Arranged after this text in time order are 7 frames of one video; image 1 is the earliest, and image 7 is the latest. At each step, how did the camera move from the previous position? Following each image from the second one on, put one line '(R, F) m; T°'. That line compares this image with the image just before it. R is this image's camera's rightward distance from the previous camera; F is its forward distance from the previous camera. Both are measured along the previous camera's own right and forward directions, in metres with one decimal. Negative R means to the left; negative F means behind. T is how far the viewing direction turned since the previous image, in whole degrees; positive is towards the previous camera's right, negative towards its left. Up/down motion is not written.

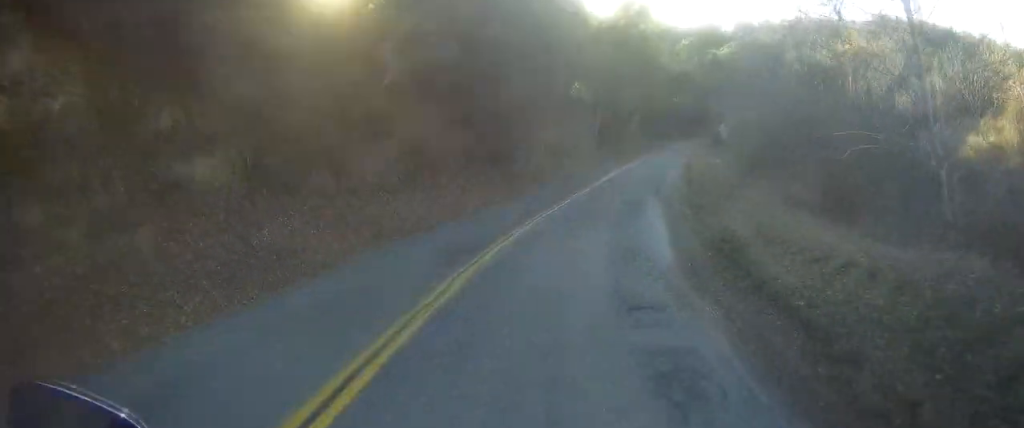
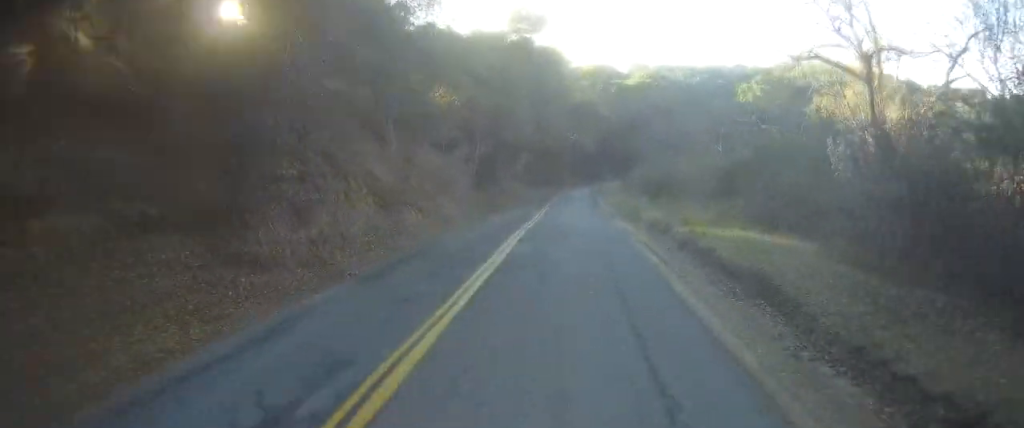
(+0.5, +20.1) m; +6°
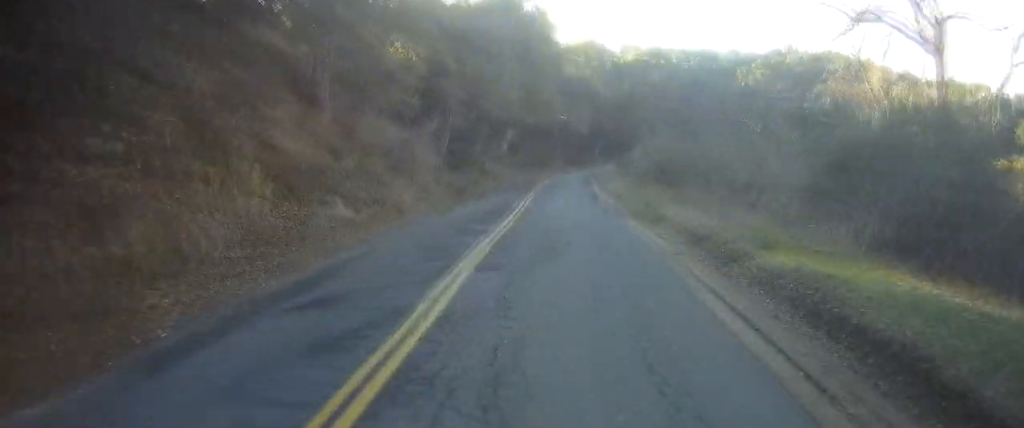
(+0.4, +7.5) m; +5°
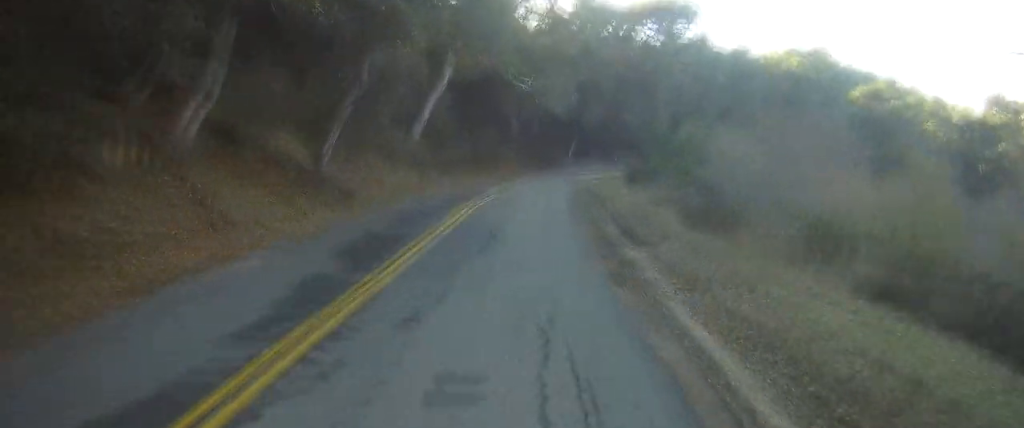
(+5.0, +35.3) m; +20°
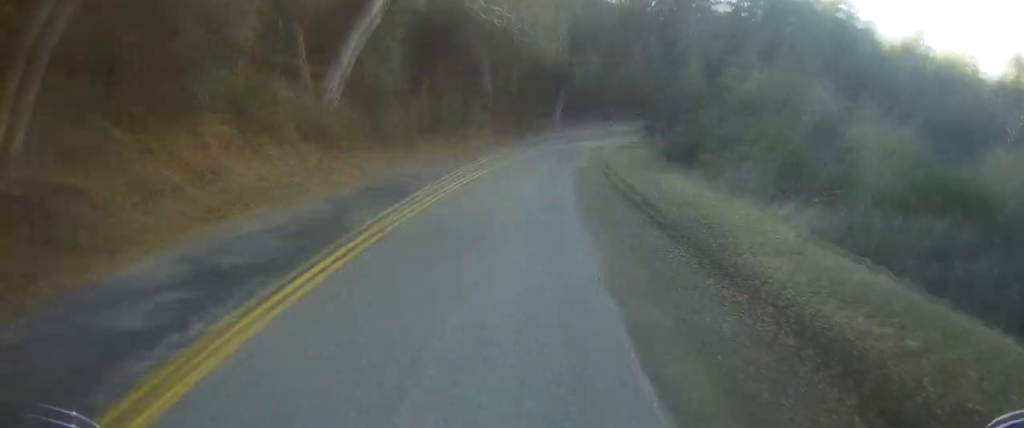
(+2.8, +15.6) m; +5°
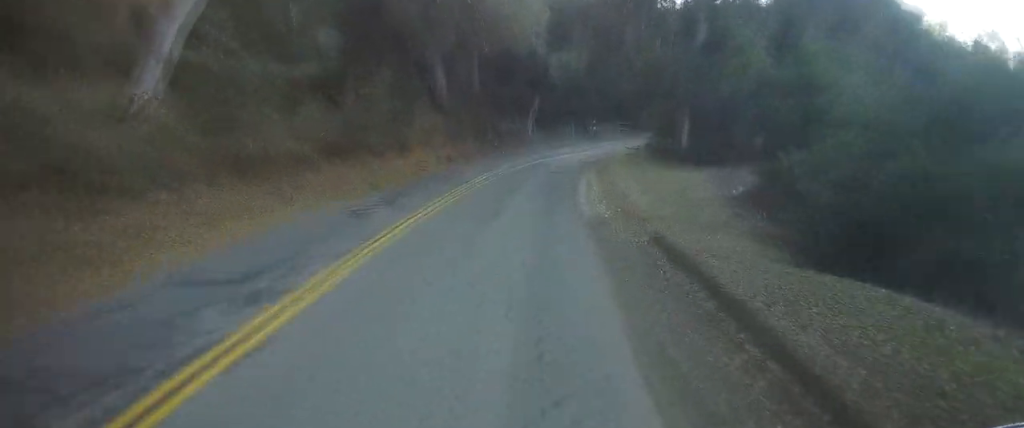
(-1.4, +13.9) m; -7°
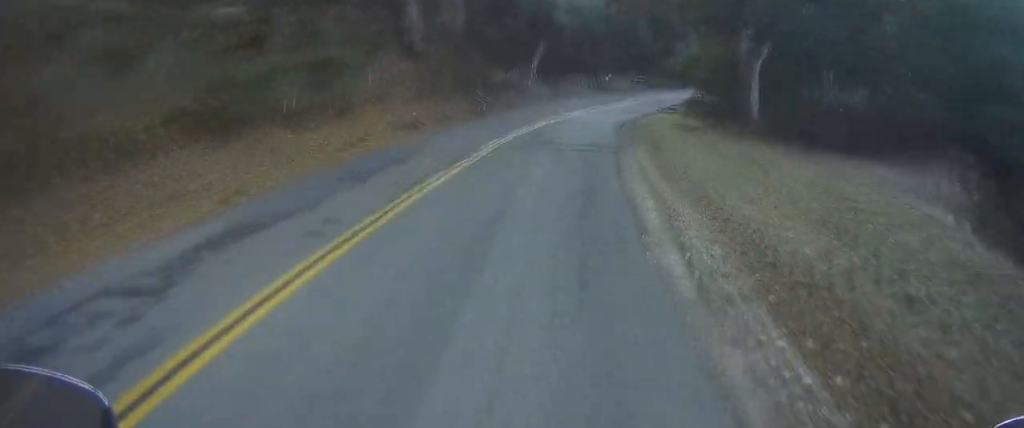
(-0.5, +10.5) m; -1°
